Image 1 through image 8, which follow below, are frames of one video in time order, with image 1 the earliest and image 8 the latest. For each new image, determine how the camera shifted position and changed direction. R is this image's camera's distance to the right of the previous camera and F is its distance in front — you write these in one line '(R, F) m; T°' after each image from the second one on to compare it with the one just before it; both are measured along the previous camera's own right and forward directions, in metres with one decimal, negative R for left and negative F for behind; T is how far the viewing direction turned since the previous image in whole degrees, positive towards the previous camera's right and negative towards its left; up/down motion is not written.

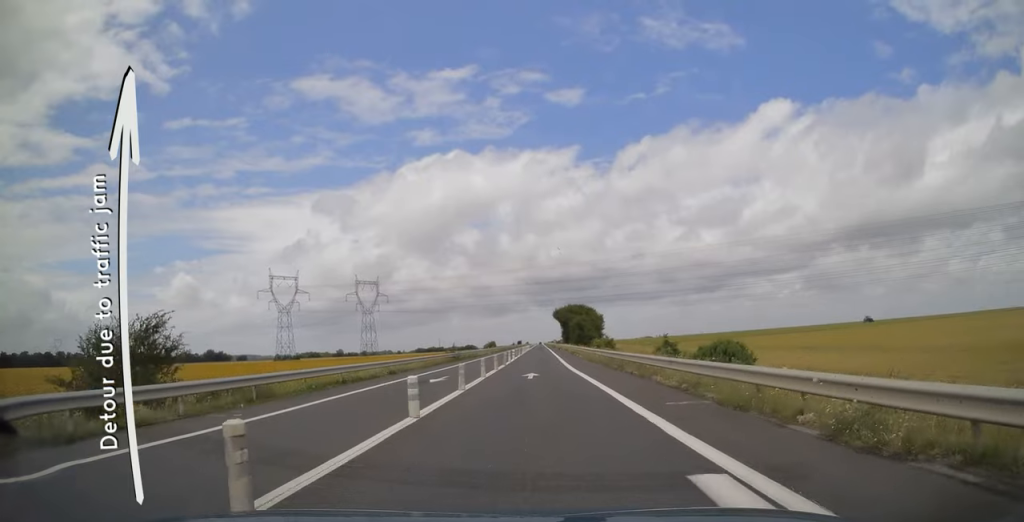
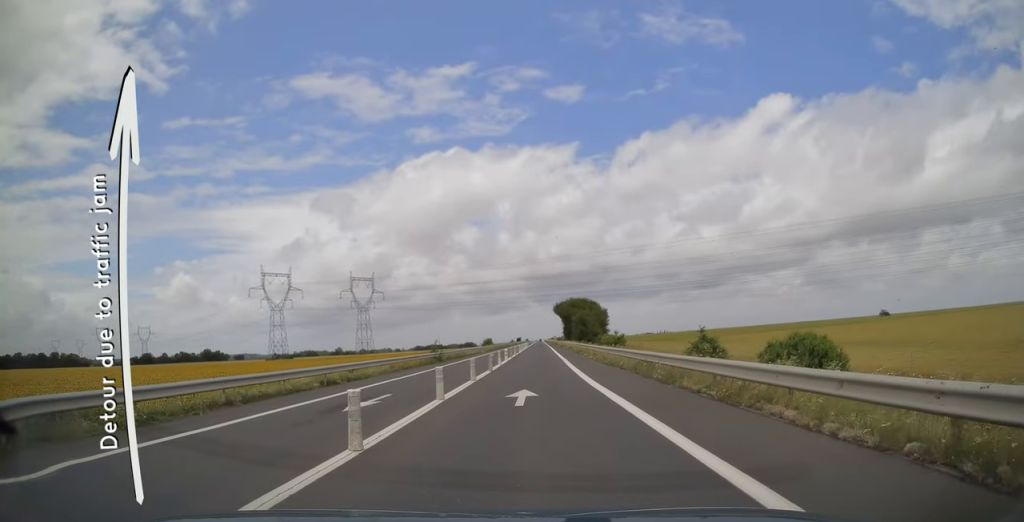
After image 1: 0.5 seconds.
(-0.1, +10.1) m; -1°
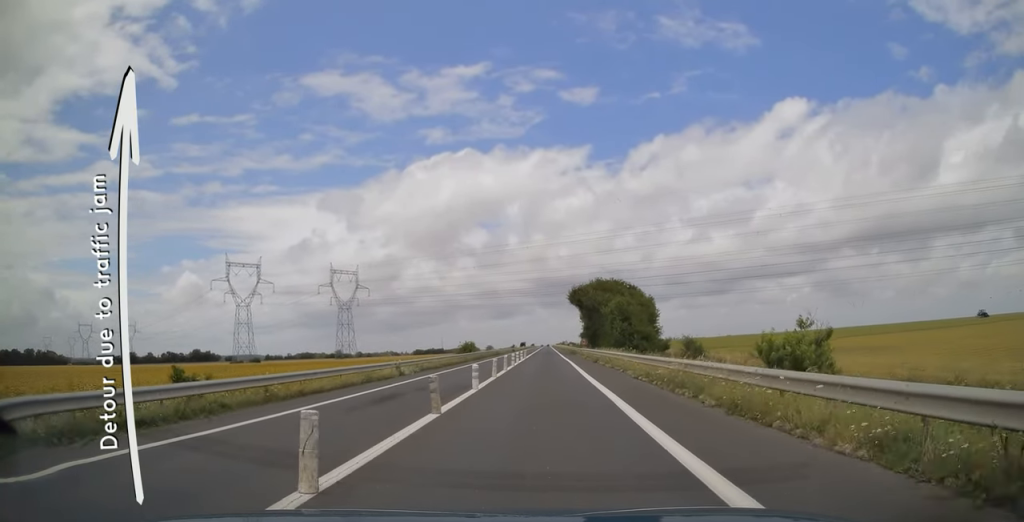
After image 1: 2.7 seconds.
(-0.3, +48.3) m; 0°
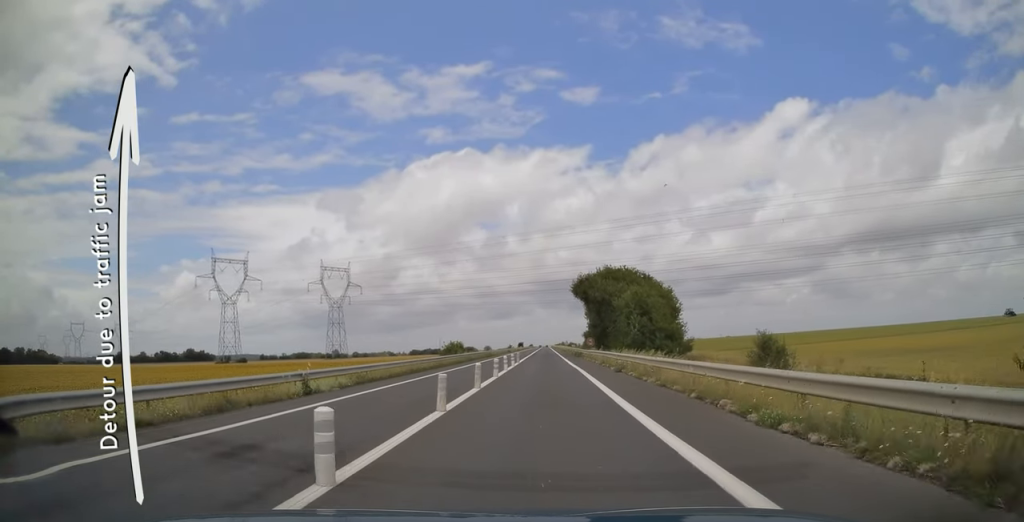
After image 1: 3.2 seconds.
(+0.1, +12.6) m; 0°
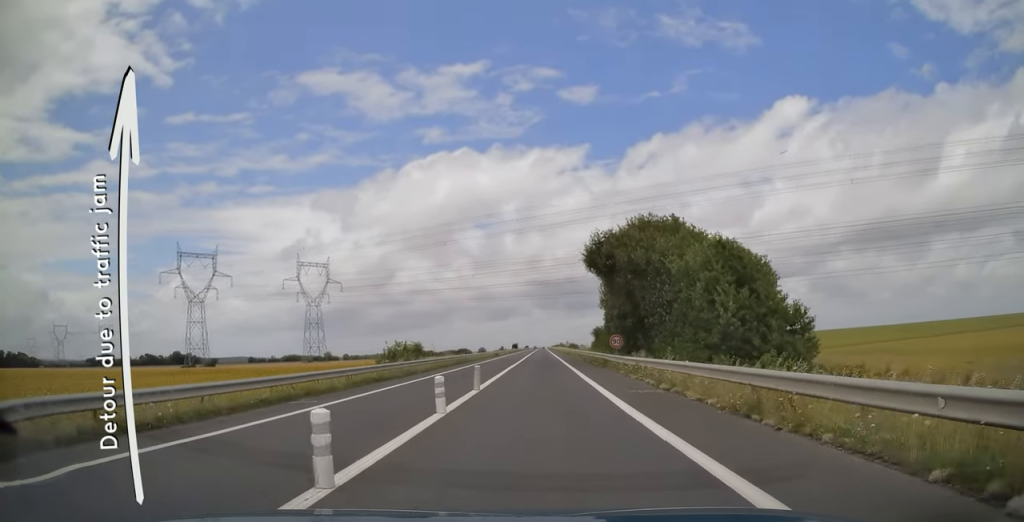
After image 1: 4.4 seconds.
(-0.3, +26.1) m; -1°
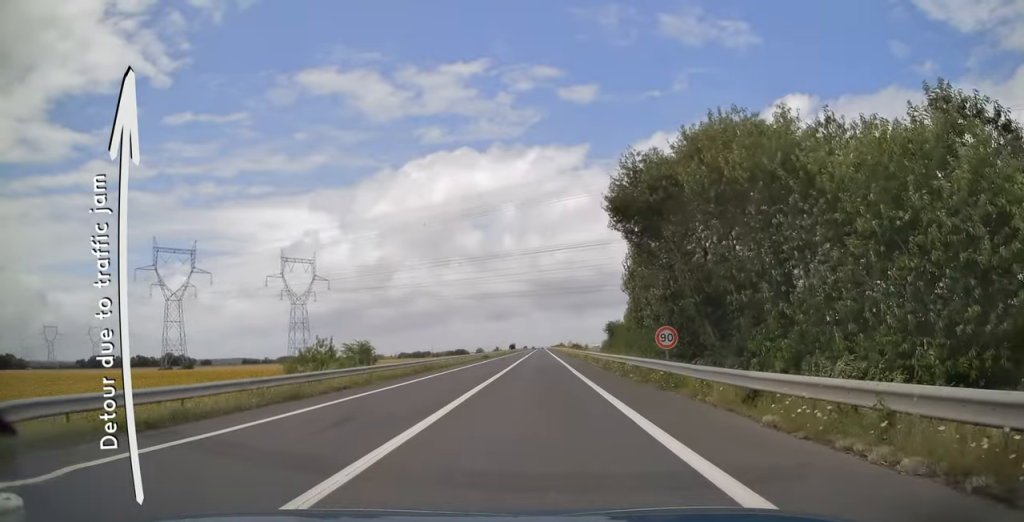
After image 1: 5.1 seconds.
(-0.1, +17.1) m; 0°
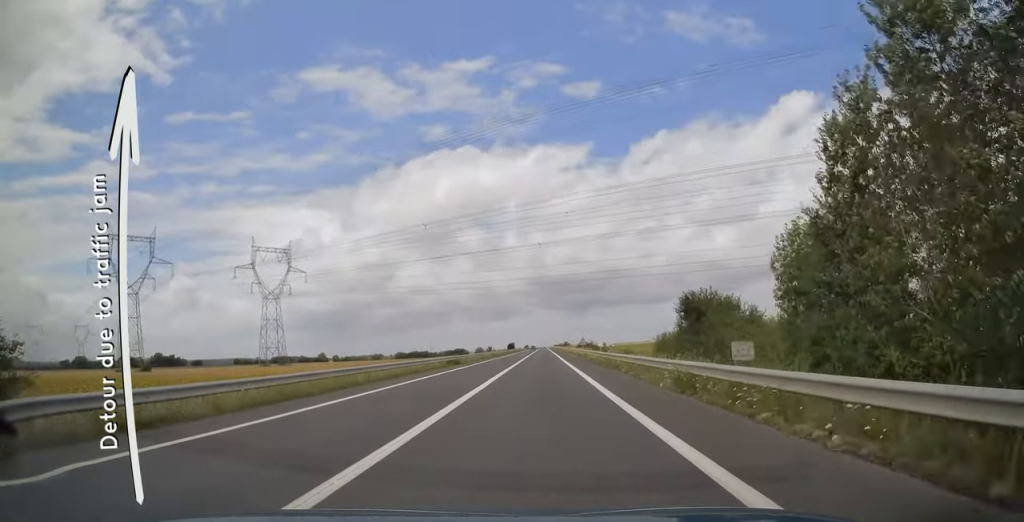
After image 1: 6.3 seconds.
(+0.3, +31.4) m; 0°
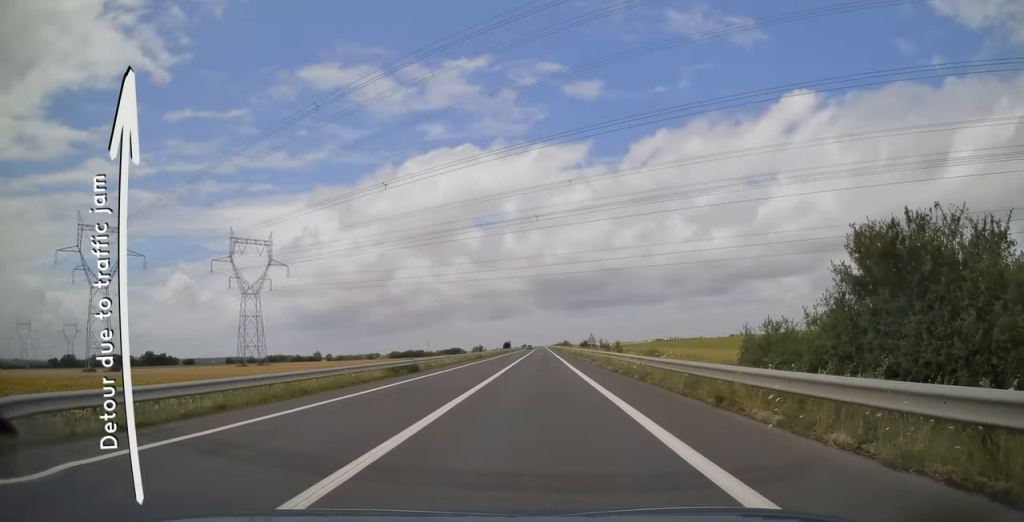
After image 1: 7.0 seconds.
(0.0, +17.0) m; 0°
